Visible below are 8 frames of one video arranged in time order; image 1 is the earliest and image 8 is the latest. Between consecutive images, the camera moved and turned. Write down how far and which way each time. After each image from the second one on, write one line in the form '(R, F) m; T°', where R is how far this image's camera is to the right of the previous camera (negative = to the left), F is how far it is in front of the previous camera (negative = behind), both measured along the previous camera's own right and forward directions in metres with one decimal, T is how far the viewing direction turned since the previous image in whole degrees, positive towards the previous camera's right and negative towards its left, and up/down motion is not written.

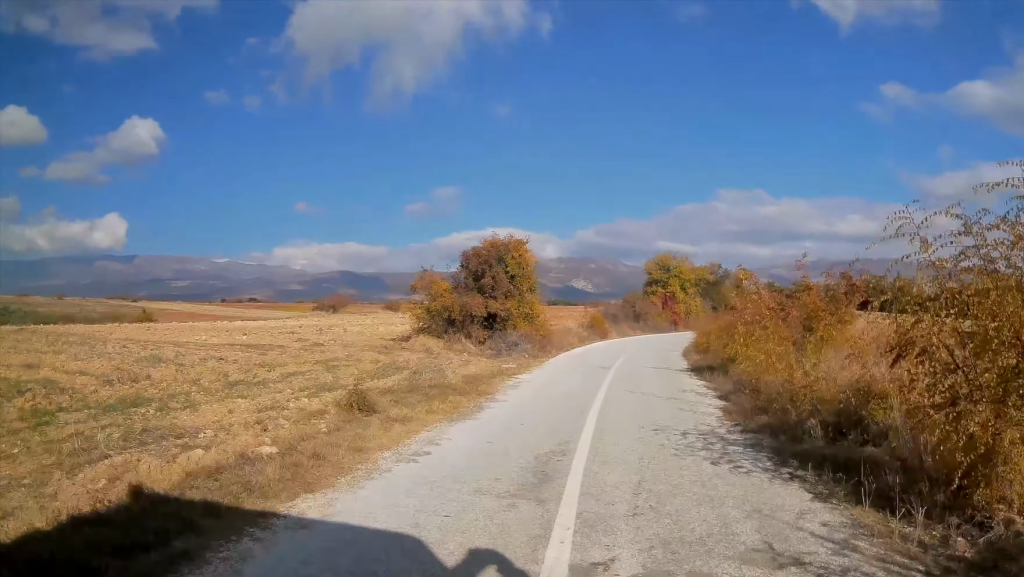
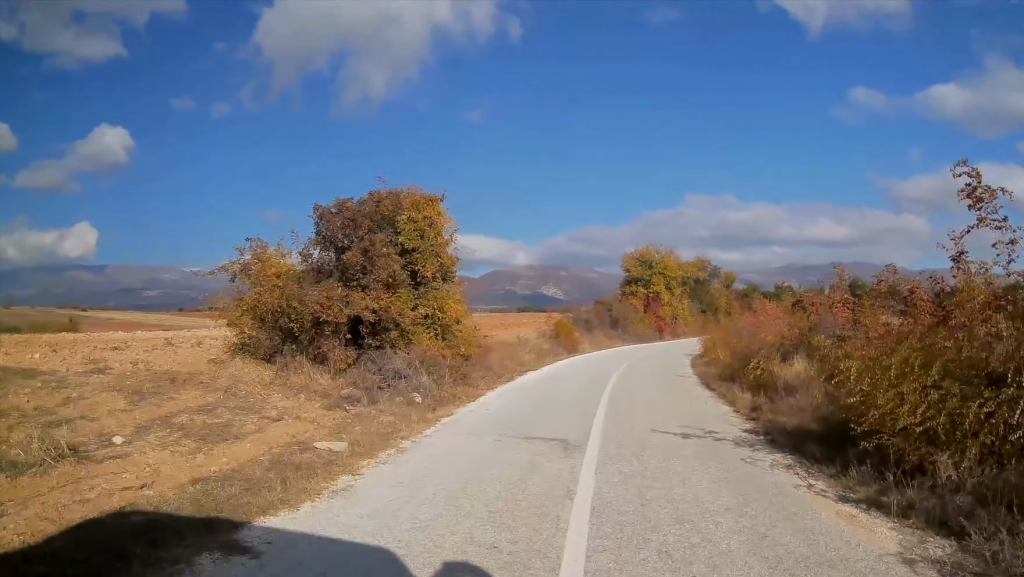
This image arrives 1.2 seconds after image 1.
(+0.2, +13.7) m; +1°
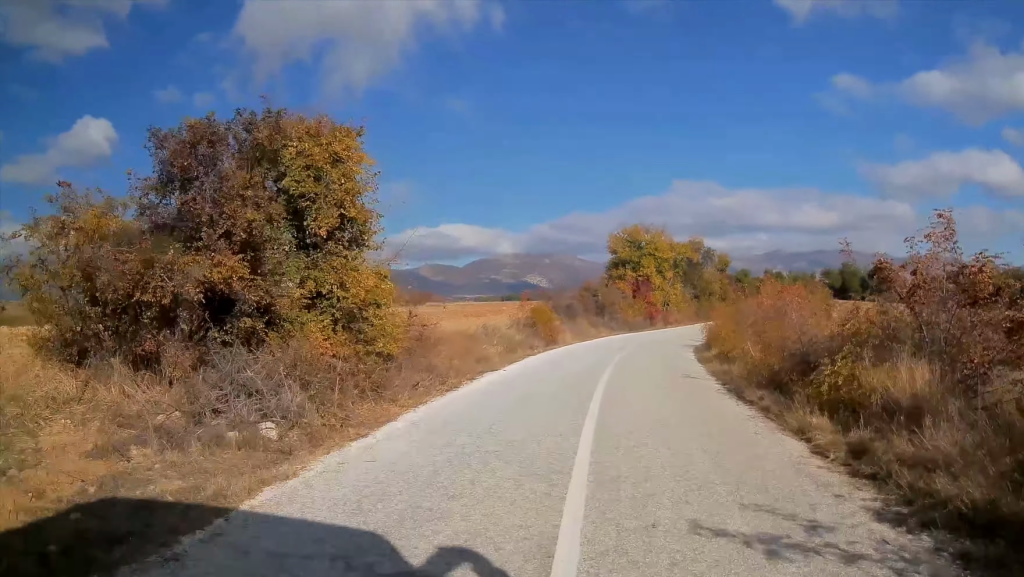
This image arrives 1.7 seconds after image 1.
(0.0, +6.2) m; +1°
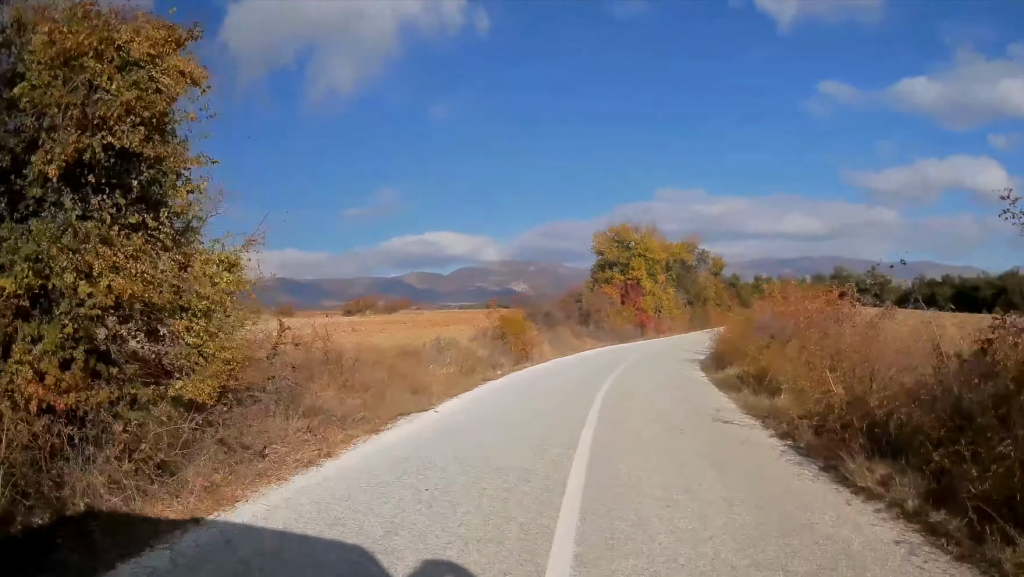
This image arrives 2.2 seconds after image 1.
(-0.1, +6.1) m; +1°
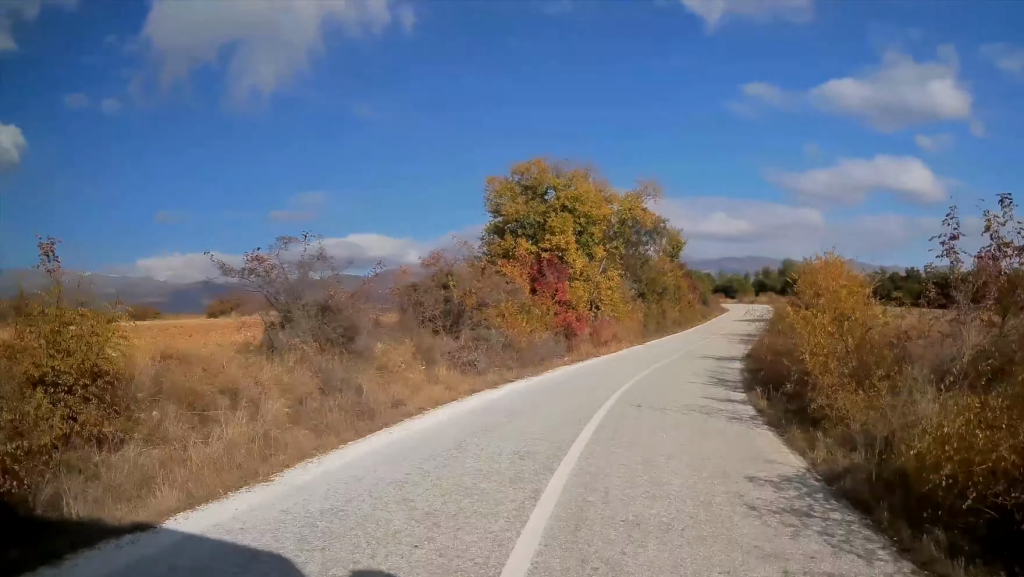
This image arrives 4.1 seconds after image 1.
(+1.5, +21.6) m; +9°
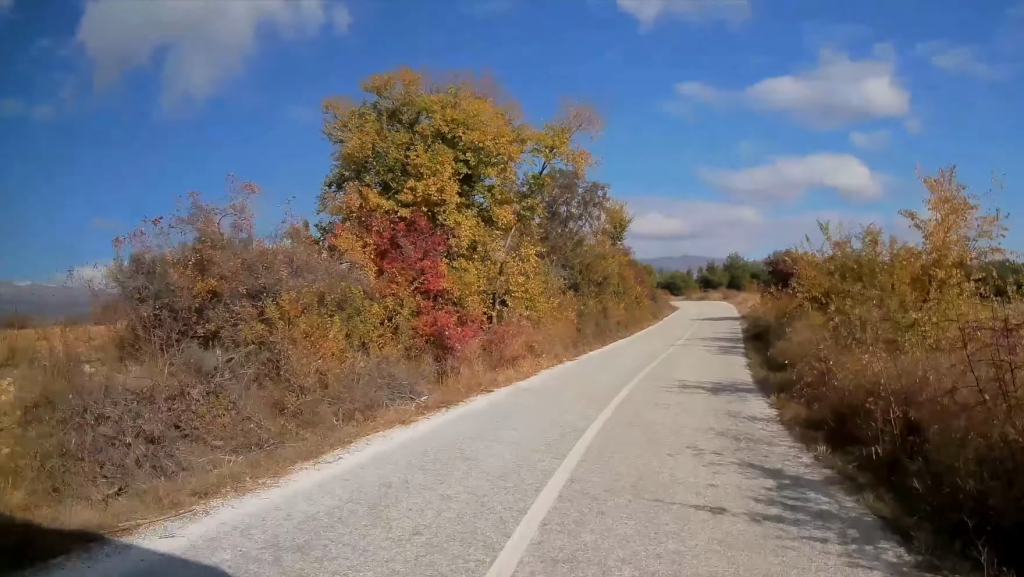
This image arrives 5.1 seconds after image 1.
(+0.6, +11.5) m; +6°
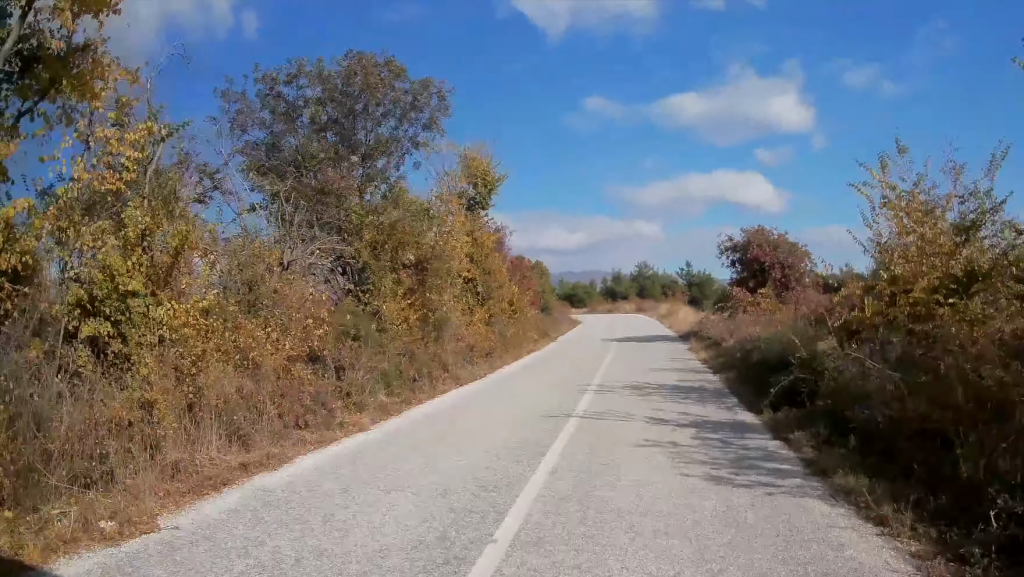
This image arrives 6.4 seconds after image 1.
(+0.9, +16.0) m; +7°
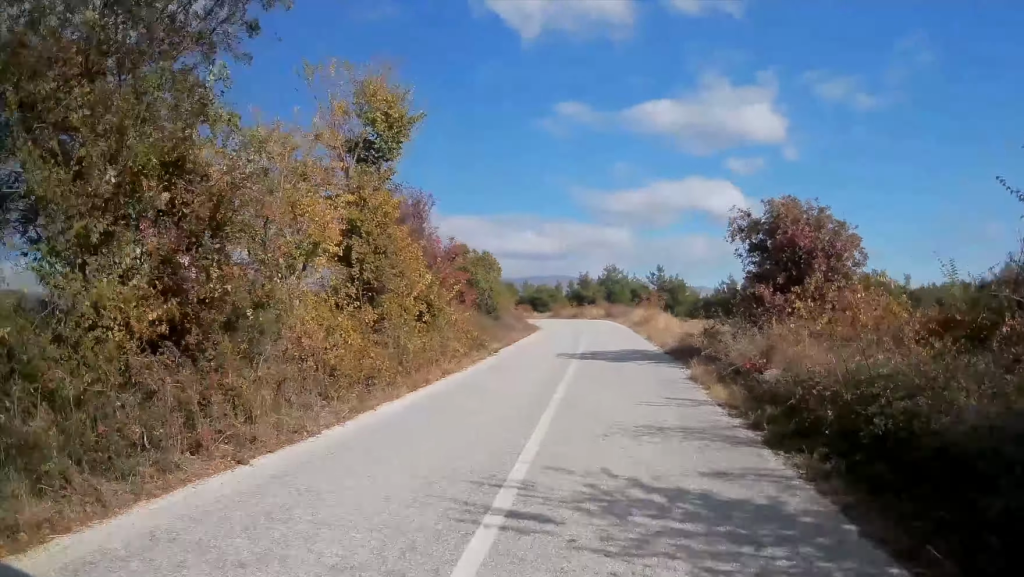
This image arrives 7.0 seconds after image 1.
(+0.4, +8.1) m; +2°
